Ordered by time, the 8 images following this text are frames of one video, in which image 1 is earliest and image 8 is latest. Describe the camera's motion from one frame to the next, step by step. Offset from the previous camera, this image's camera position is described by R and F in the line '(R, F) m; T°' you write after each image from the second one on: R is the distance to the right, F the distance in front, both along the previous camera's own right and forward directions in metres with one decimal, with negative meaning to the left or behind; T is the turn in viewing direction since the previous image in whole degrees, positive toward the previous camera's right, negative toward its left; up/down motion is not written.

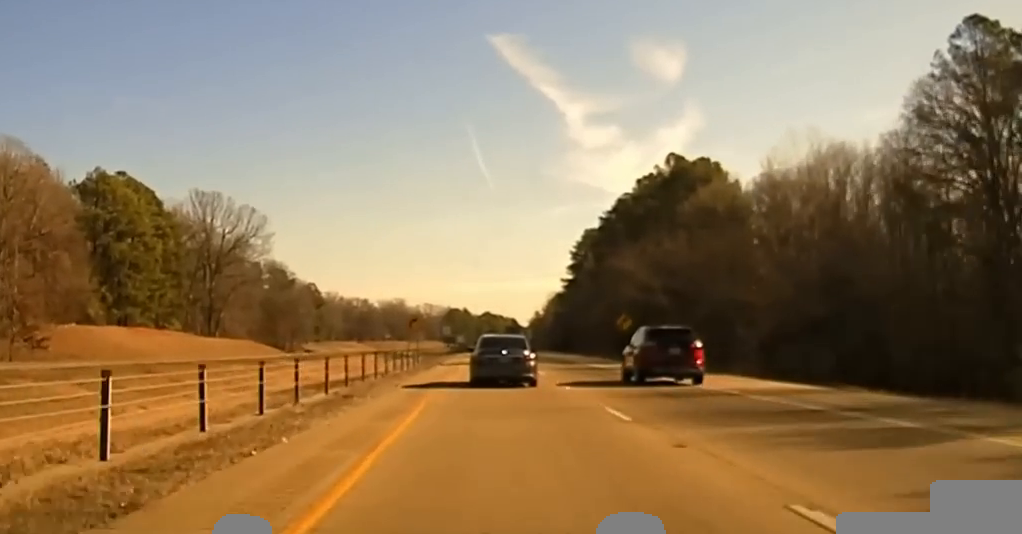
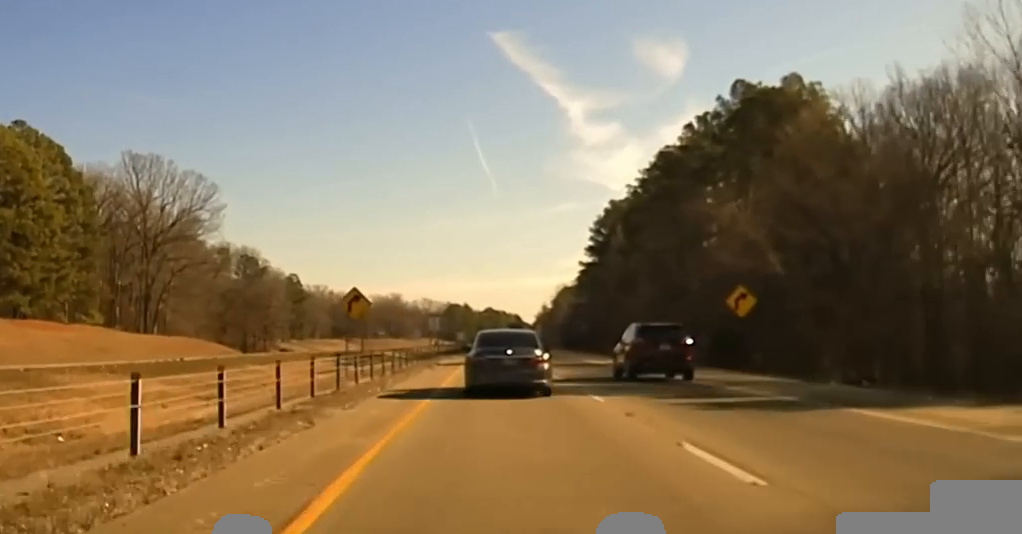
(-0.2, +40.4) m; -1°
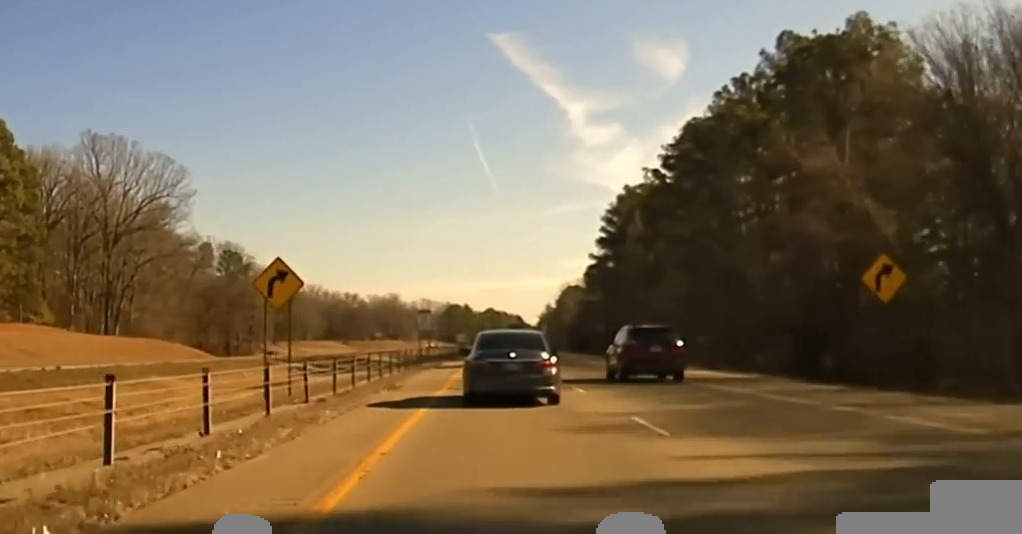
(0.0, +19.1) m; 0°
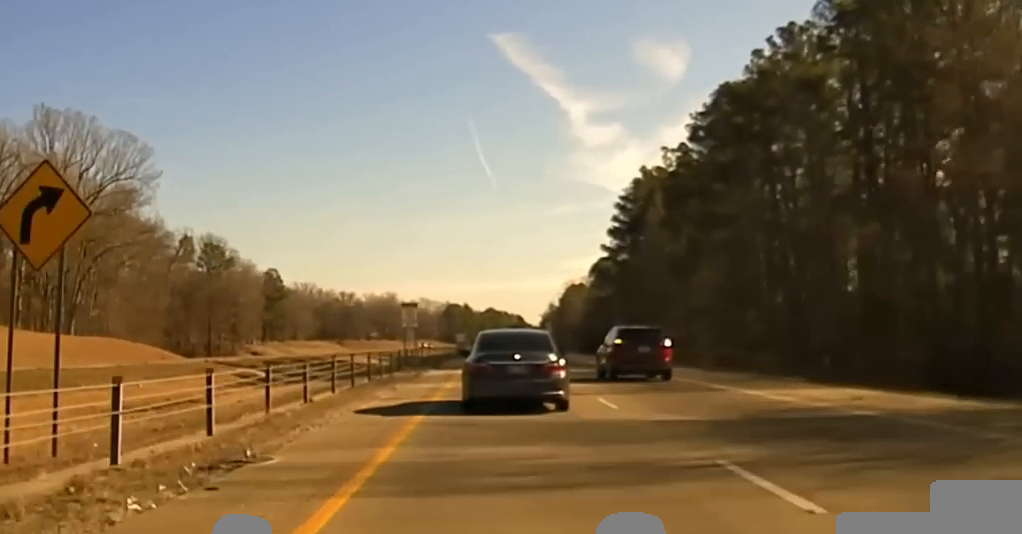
(-0.1, +16.0) m; 0°
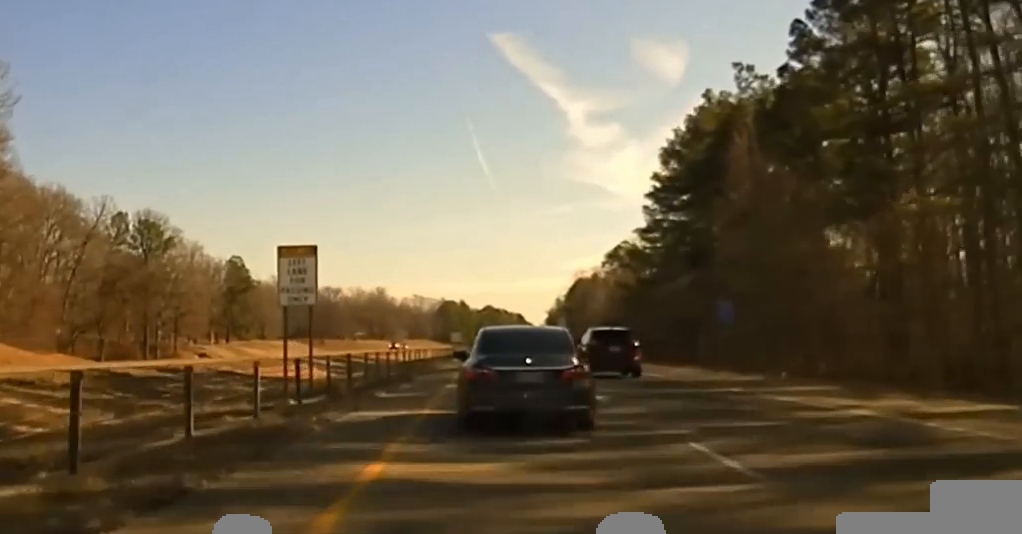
(+0.4, +38.1) m; 0°
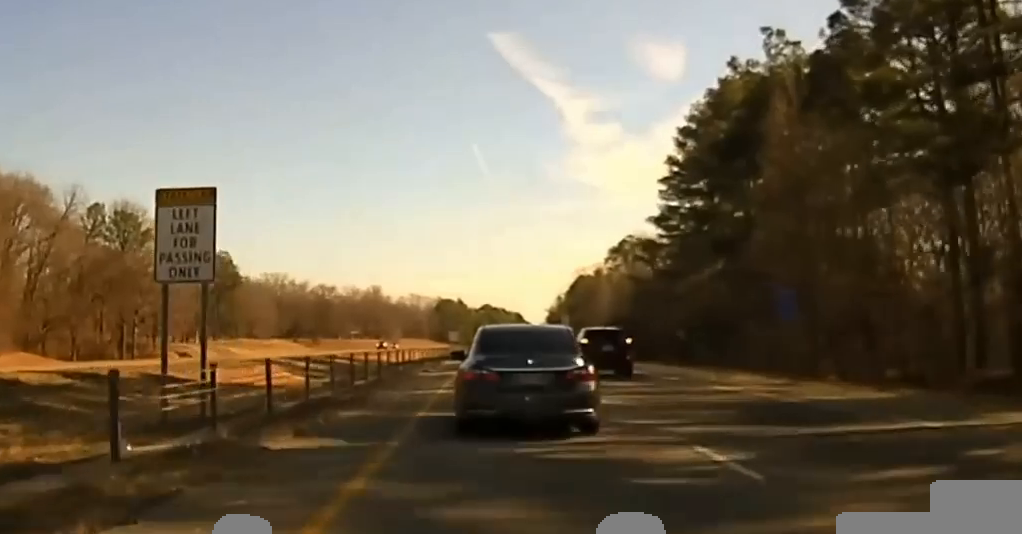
(-0.1, +13.3) m; 0°
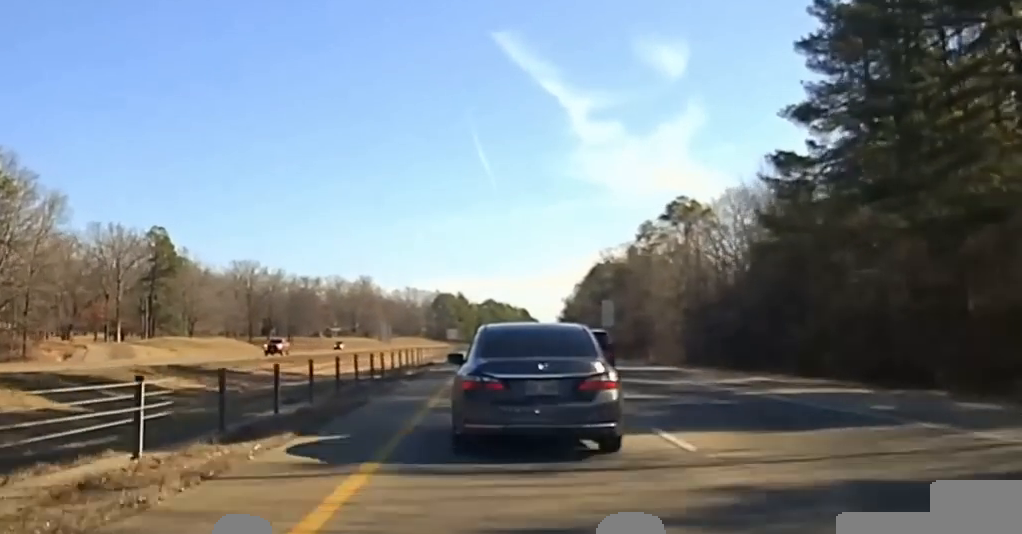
(-0.5, +60.0) m; 0°
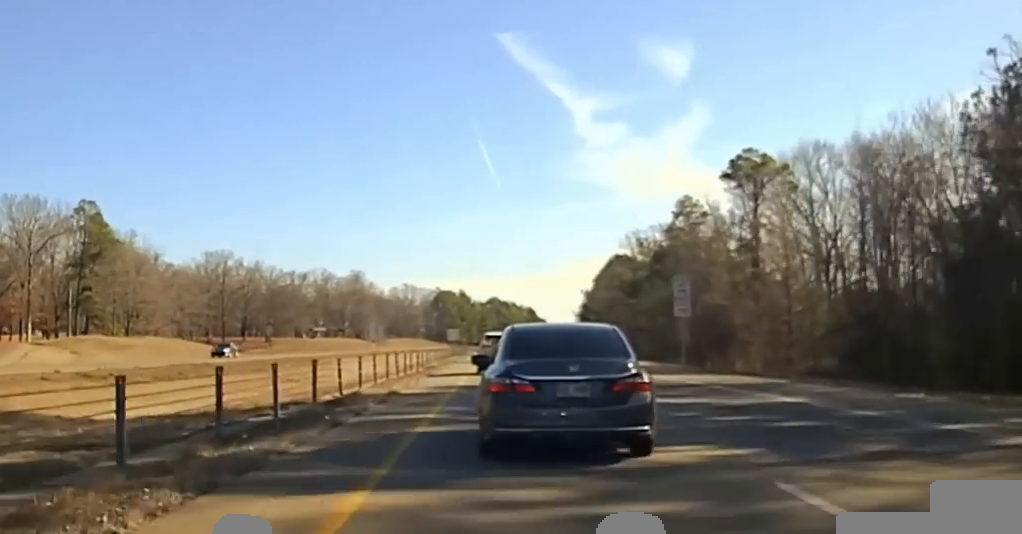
(+0.2, +47.8) m; +1°
